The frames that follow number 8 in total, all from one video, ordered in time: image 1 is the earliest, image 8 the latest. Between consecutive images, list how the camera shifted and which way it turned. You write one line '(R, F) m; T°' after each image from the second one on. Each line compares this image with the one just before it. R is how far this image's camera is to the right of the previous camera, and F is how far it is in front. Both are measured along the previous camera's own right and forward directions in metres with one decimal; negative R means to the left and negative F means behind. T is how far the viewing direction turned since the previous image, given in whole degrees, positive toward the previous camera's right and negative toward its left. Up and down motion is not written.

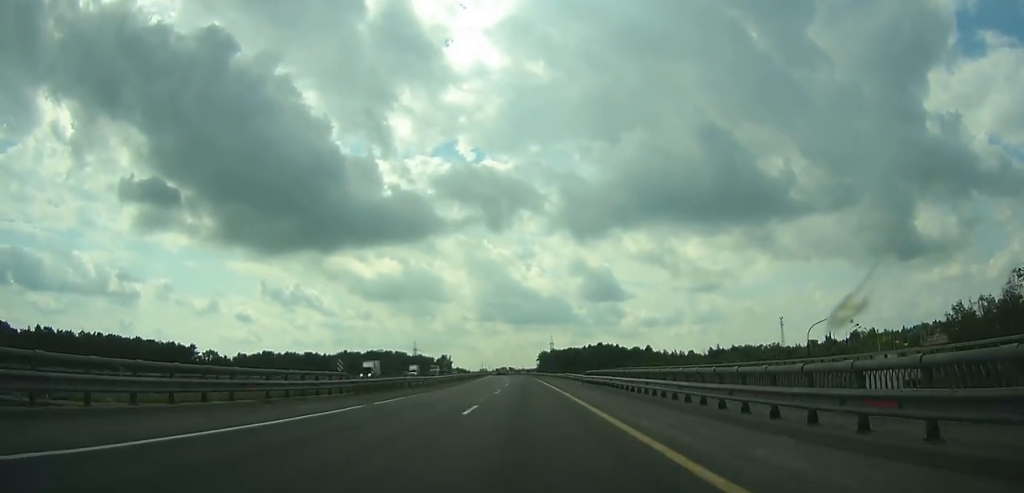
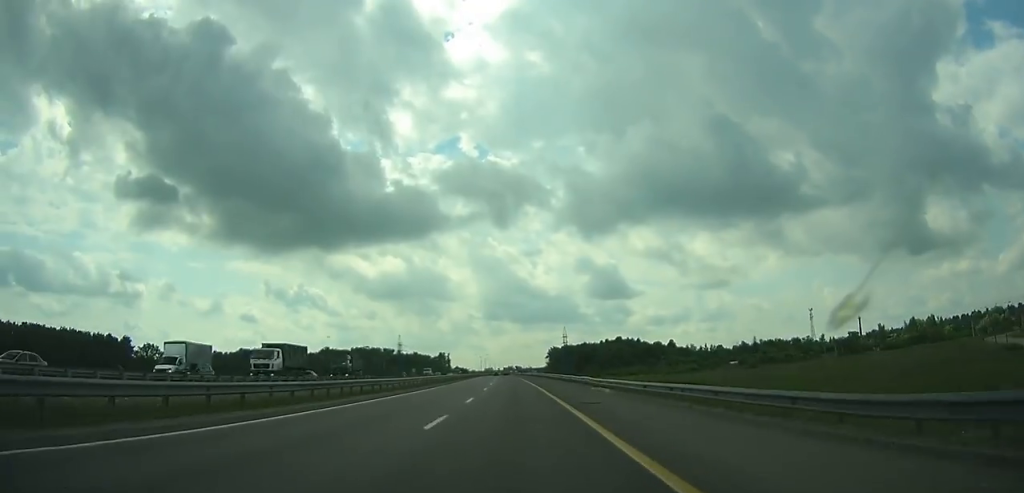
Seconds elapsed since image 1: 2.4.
(+0.1, +65.6) m; -1°
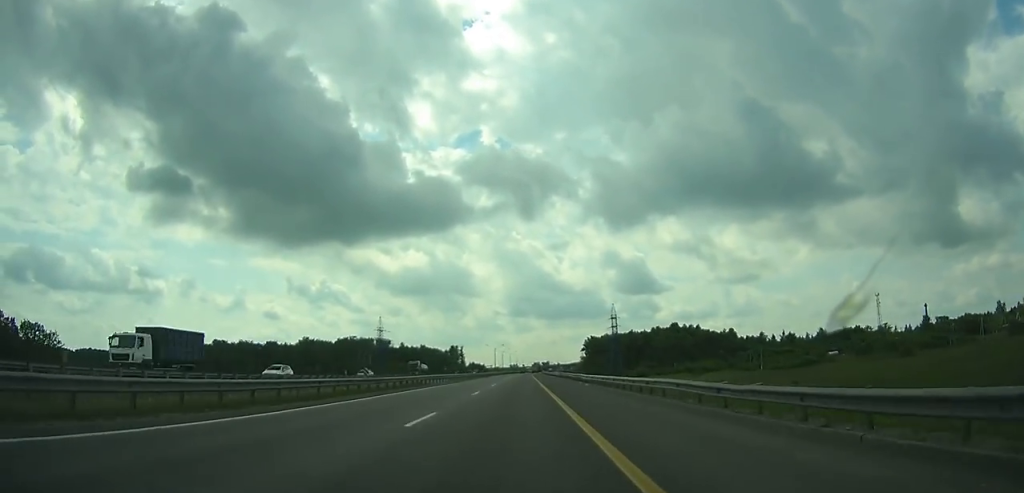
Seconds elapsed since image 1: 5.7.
(-1.6, +90.8) m; -2°
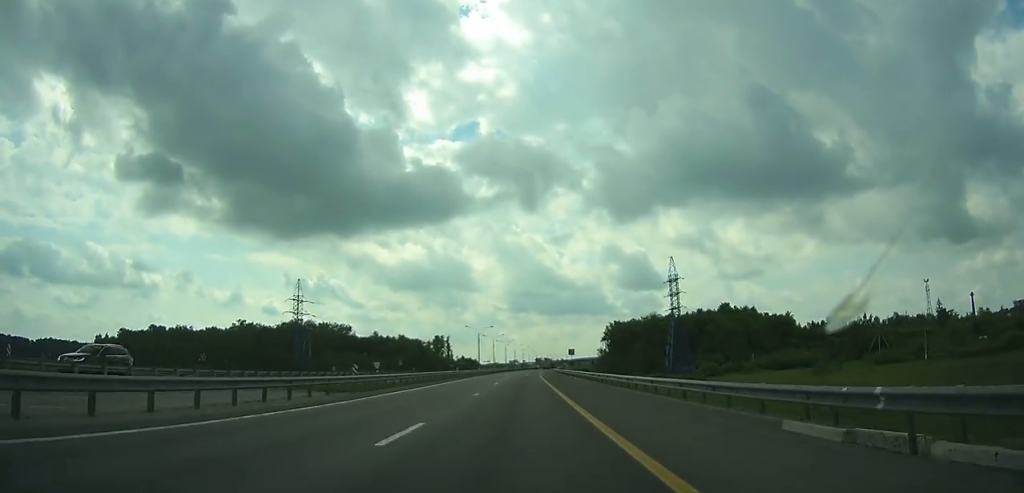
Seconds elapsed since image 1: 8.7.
(-0.8, +82.7) m; 0°
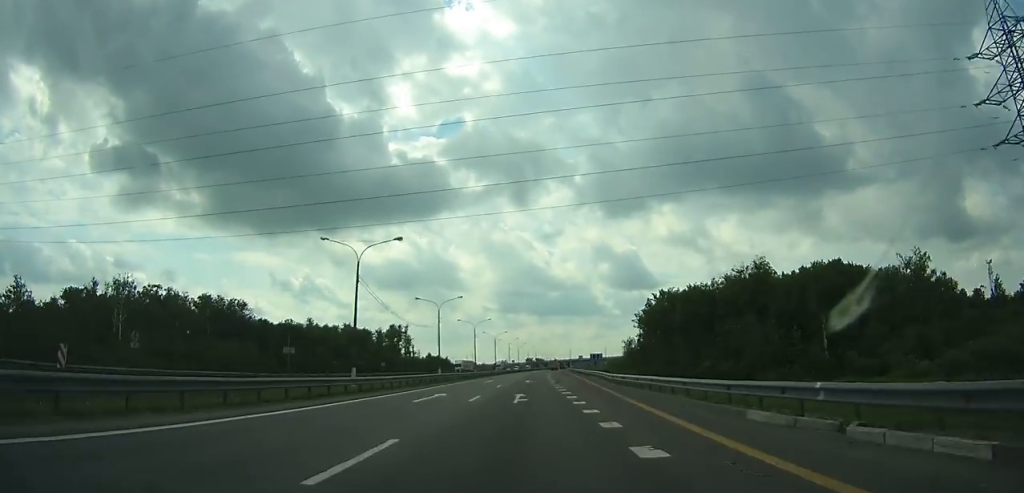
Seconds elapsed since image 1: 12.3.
(+0.6, +98.2) m; +1°
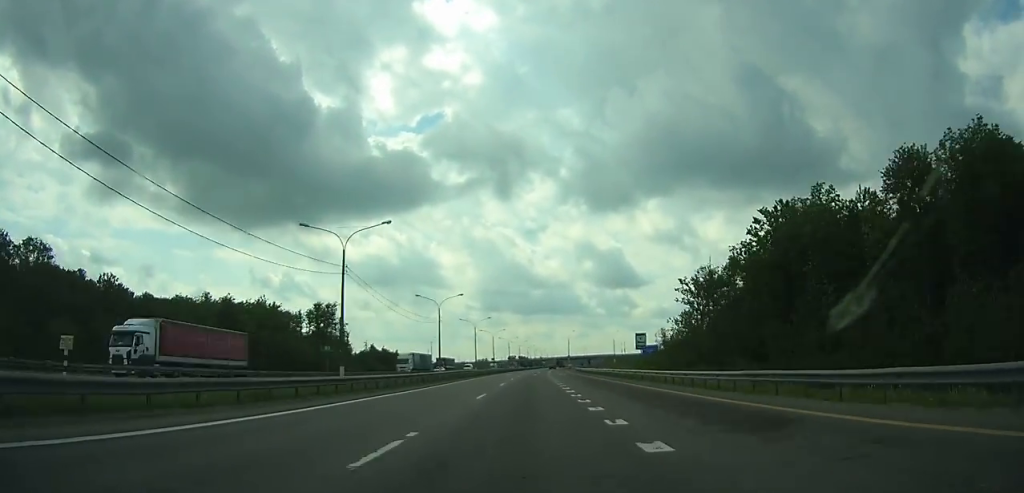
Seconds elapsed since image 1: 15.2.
(+0.9, +77.5) m; +2°
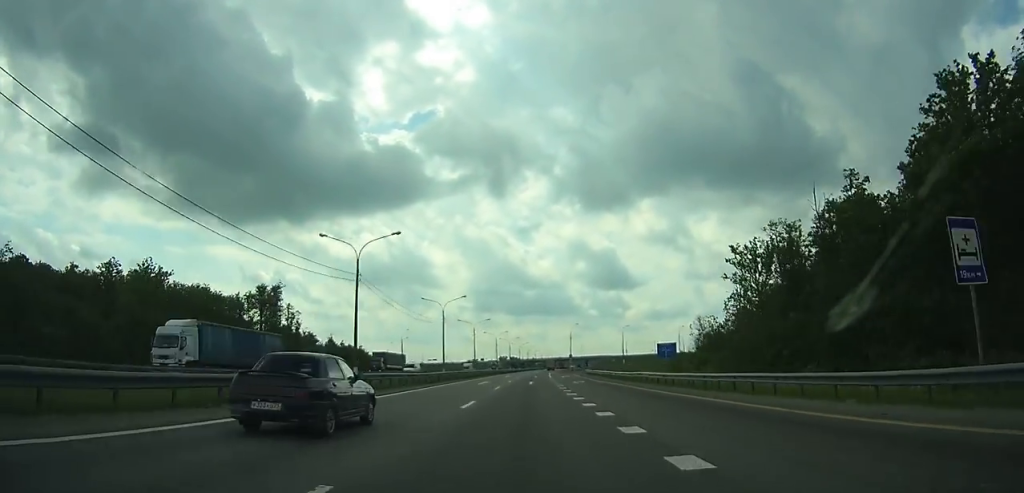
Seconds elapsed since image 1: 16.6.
(+0.2, +36.8) m; +1°
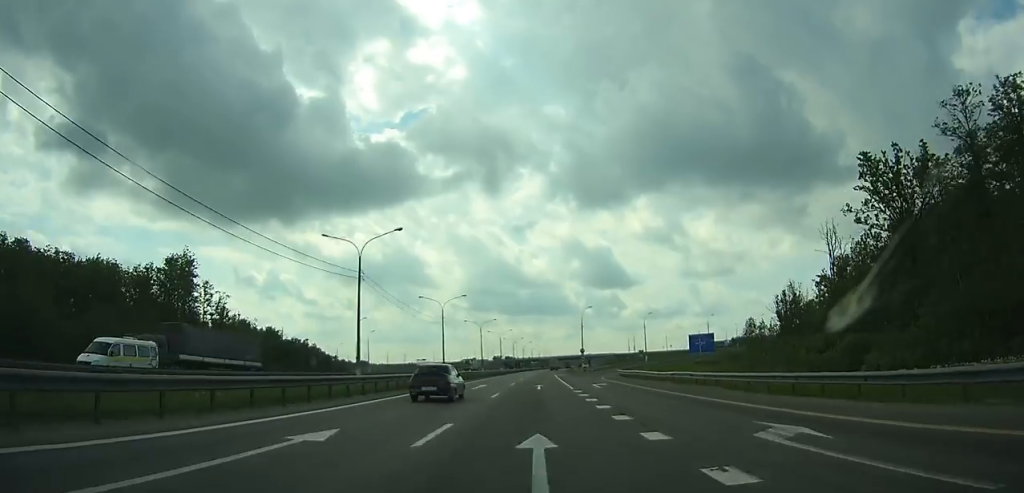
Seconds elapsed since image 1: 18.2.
(+0.4, +41.2) m; +1°
